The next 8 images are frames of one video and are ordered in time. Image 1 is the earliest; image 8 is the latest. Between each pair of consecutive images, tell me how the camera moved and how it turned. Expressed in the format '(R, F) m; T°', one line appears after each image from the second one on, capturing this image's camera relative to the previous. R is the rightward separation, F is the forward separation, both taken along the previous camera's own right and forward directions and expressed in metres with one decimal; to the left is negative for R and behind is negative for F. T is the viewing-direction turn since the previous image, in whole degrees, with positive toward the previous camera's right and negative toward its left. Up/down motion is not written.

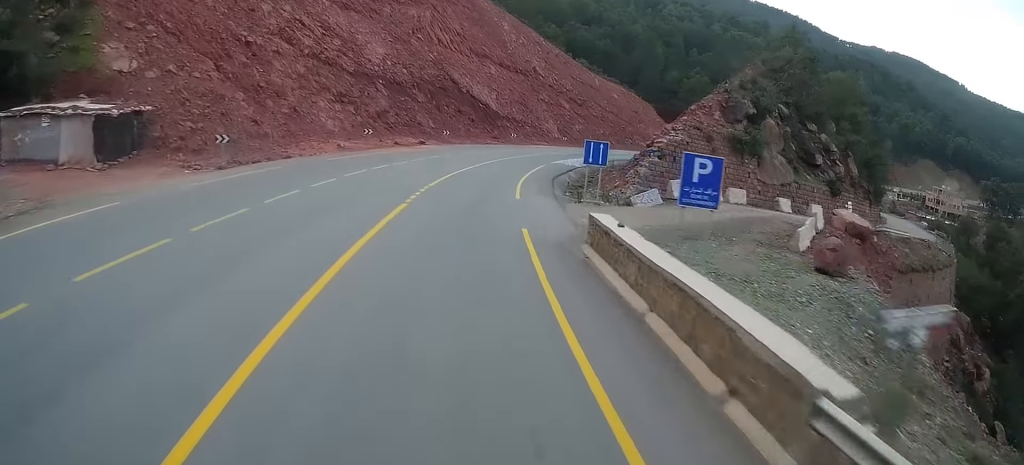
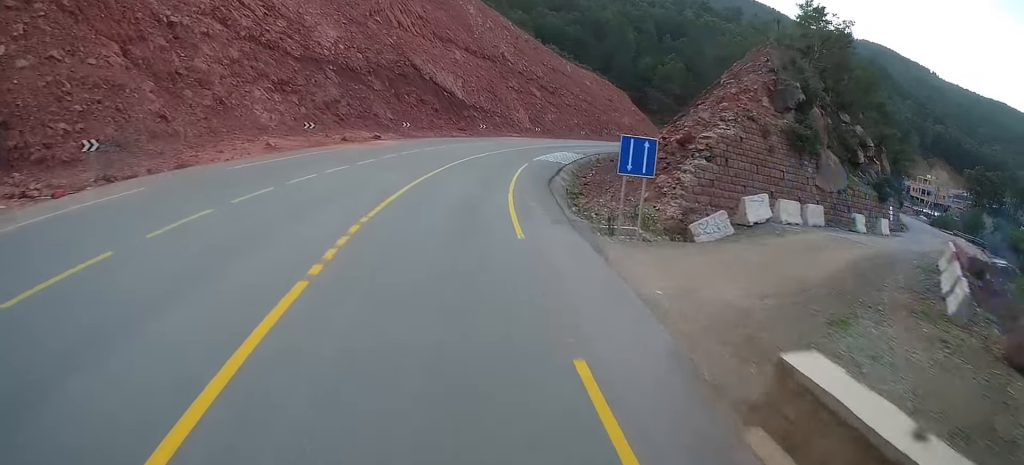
(0.0, +10.0) m; +1°
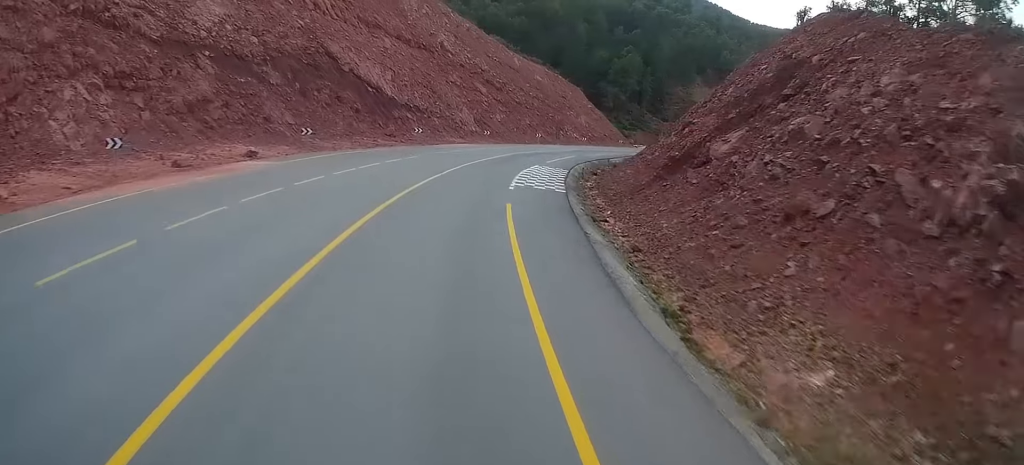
(+0.8, +19.7) m; +3°
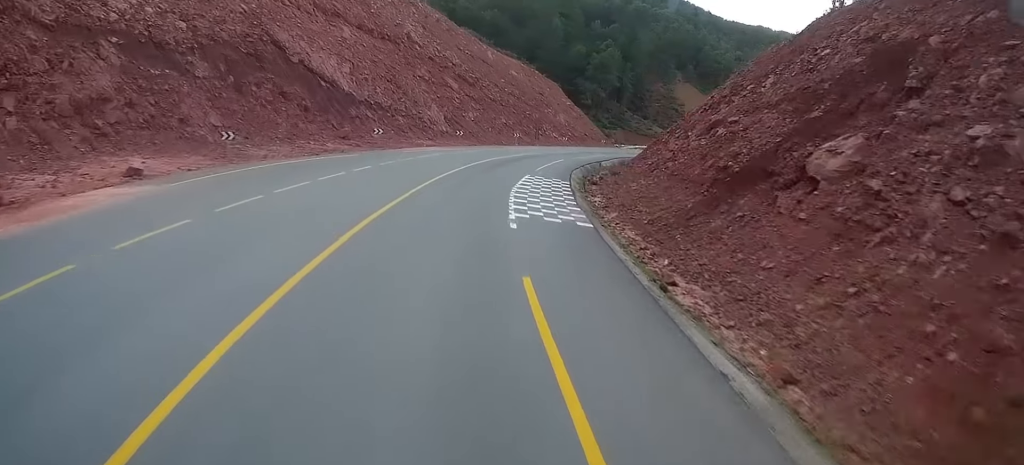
(-0.1, +10.6) m; +3°
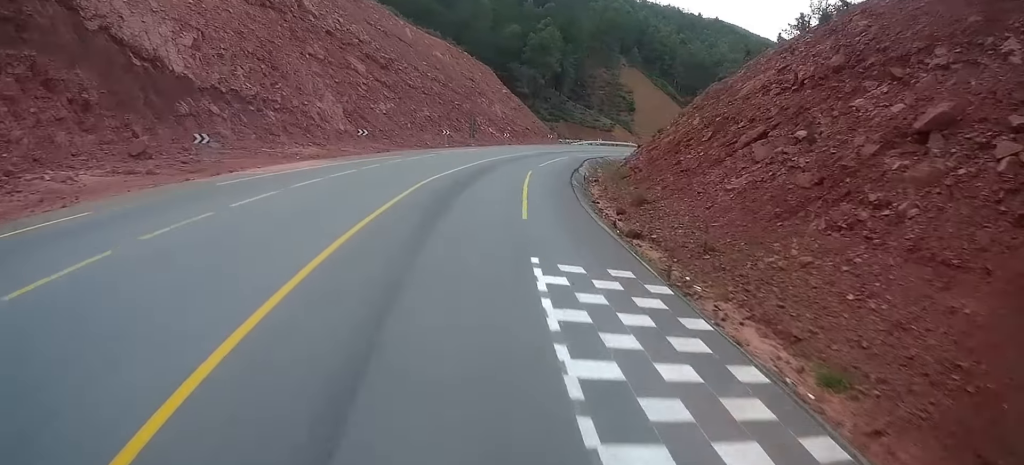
(+1.9, +23.8) m; +19°
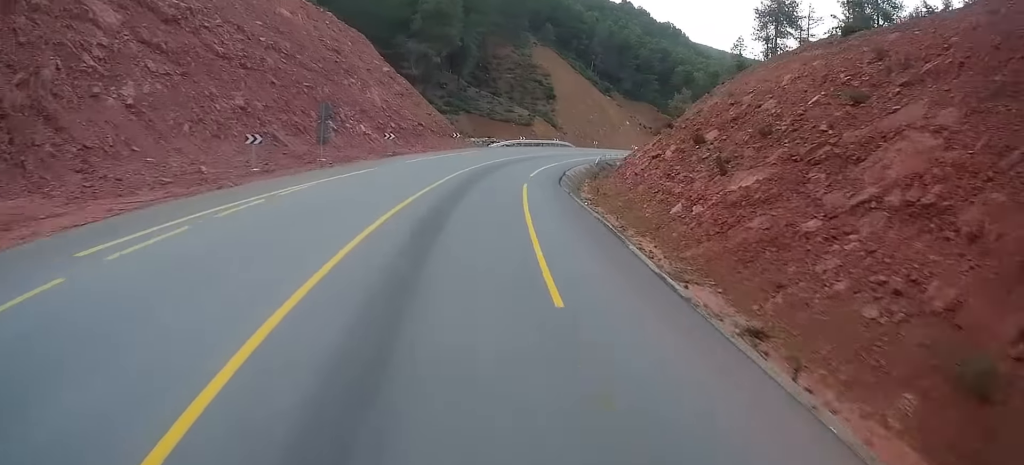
(+9.1, +32.3) m; +19°
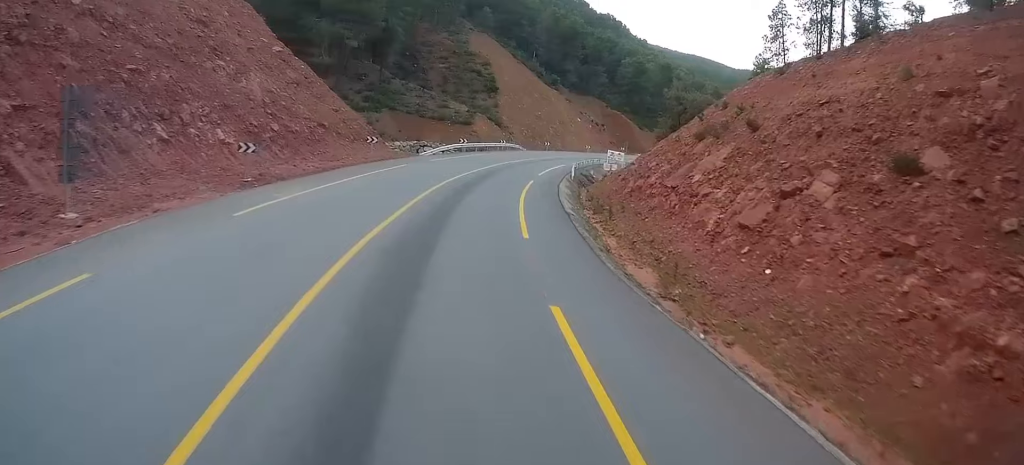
(+0.3, +19.9) m; +1°
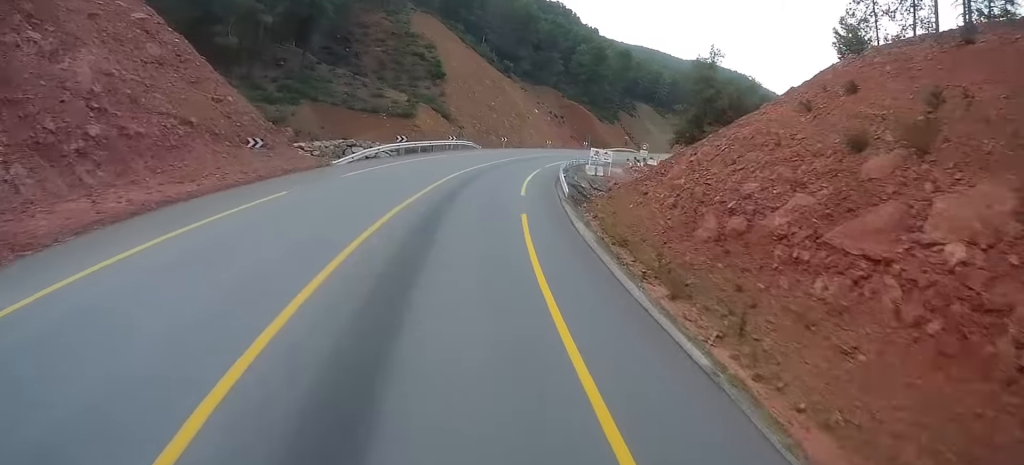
(0.0, +15.9) m; +3°
